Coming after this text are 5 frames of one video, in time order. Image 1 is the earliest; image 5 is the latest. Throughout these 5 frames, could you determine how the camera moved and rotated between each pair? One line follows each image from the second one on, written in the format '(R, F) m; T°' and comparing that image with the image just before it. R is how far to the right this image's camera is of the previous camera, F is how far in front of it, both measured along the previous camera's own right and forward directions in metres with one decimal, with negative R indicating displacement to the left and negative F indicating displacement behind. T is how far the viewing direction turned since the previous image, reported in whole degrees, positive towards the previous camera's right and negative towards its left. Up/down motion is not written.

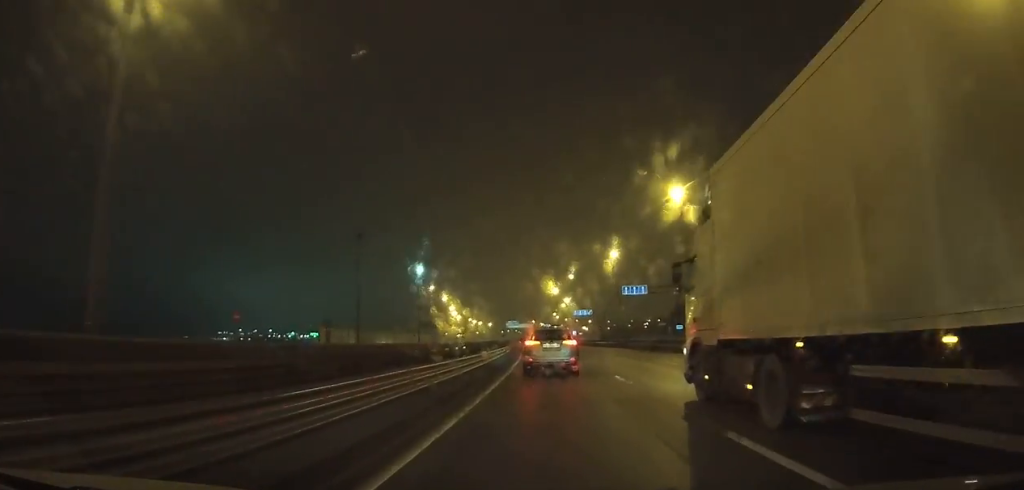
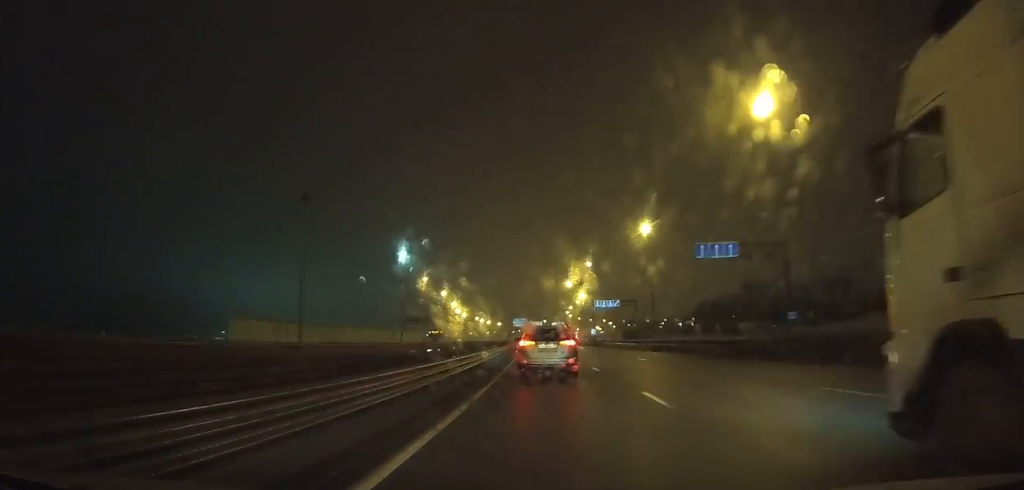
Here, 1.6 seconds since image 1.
(-0.7, +29.9) m; -1°
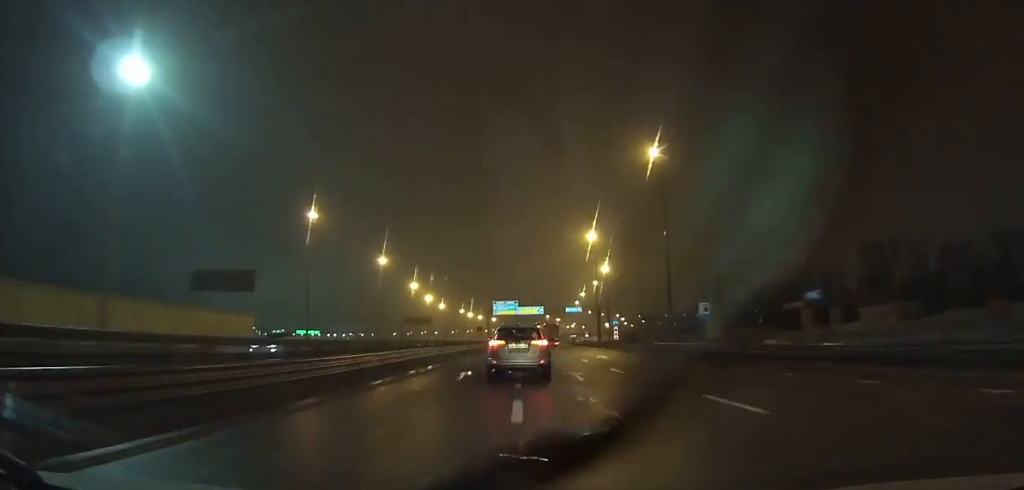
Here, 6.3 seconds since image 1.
(-1.1, +88.2) m; -1°
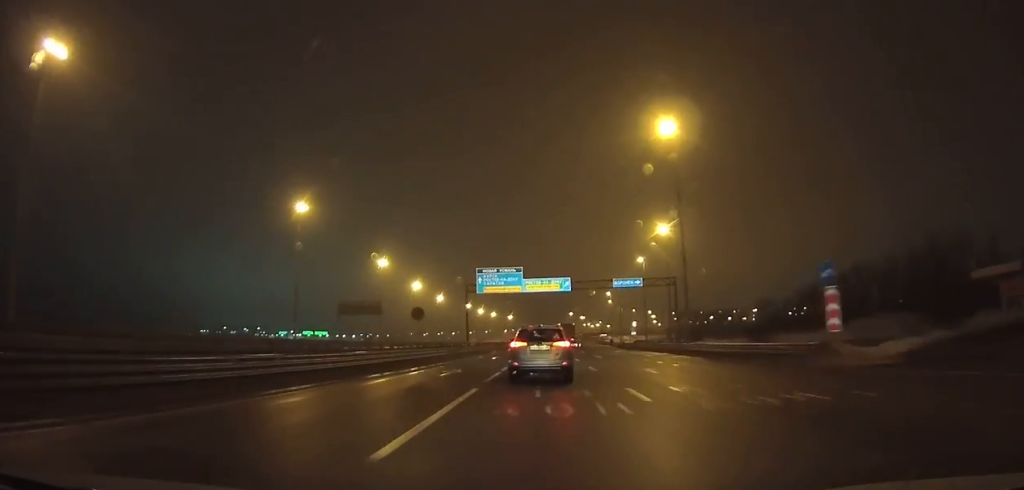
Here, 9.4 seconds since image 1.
(-0.4, +58.1) m; -1°
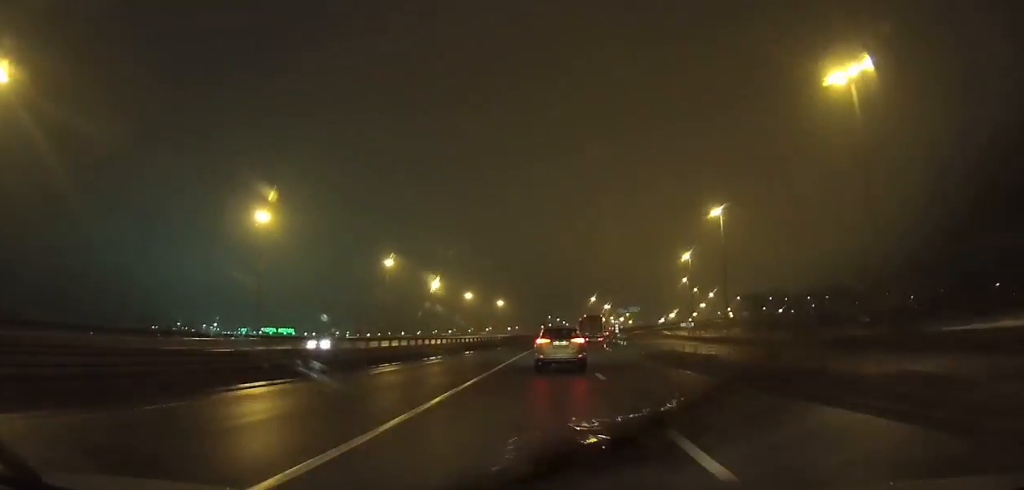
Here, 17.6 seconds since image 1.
(-2.8, +152.7) m; -1°
